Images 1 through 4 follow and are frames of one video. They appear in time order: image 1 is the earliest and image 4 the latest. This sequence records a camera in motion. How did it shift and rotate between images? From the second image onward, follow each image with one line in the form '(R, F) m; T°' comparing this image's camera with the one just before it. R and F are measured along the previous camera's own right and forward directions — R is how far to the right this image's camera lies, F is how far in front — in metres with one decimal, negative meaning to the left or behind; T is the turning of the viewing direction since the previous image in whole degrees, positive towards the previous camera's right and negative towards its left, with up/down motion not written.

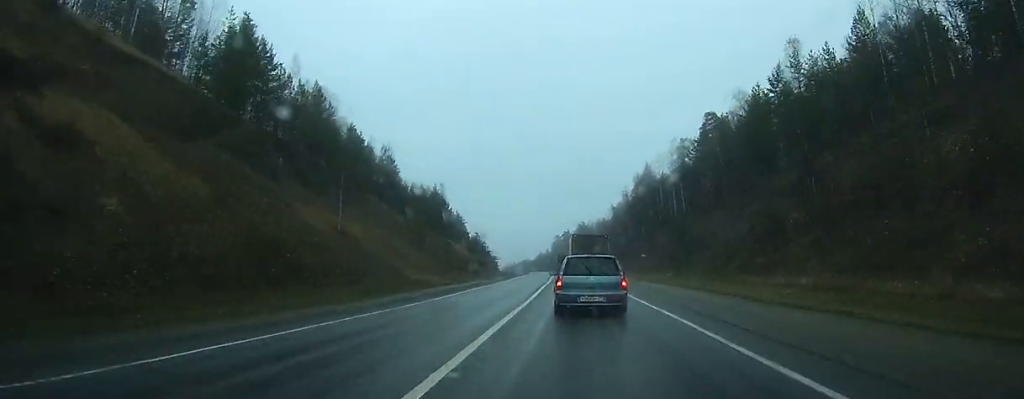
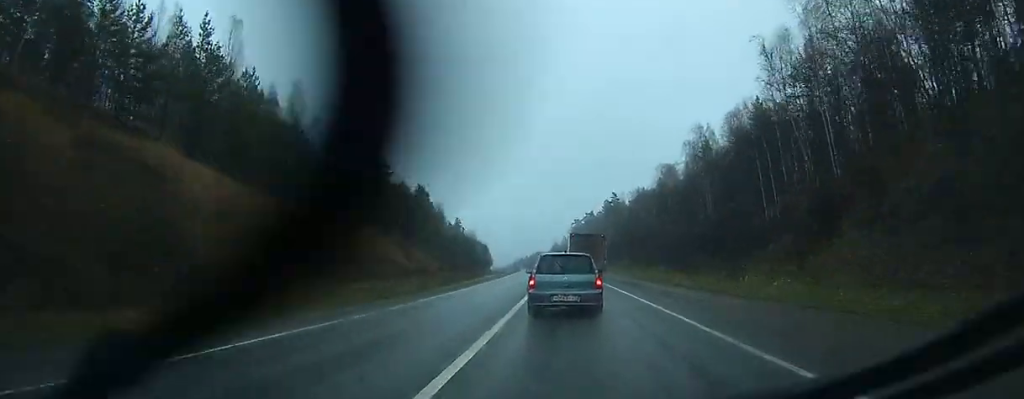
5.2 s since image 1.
(-0.1, +101.7) m; -1°
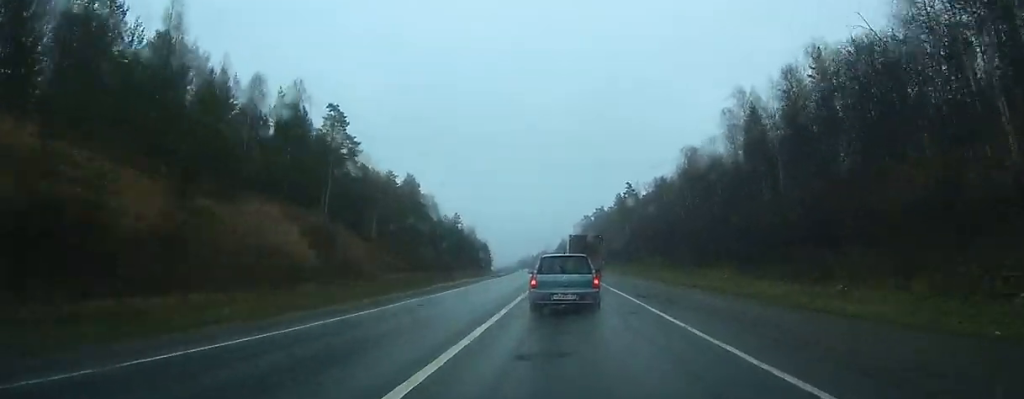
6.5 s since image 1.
(-0.3, +26.1) m; -2°
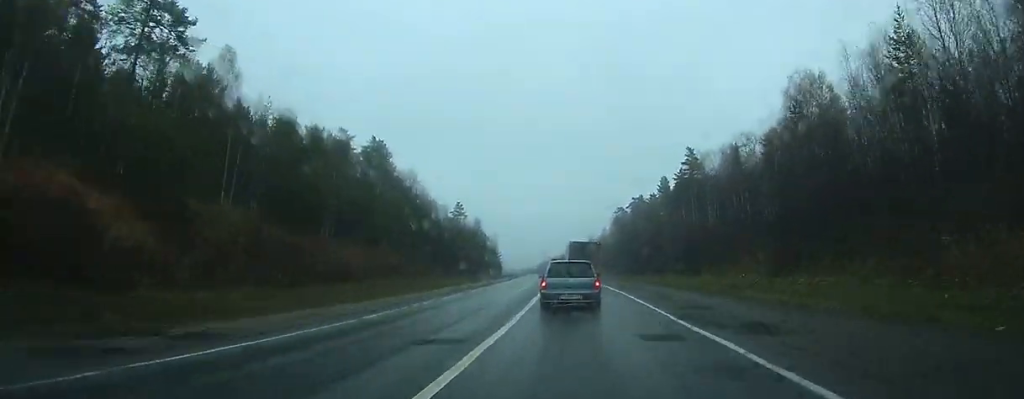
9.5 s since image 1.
(-2.1, +58.7) m; -4°
